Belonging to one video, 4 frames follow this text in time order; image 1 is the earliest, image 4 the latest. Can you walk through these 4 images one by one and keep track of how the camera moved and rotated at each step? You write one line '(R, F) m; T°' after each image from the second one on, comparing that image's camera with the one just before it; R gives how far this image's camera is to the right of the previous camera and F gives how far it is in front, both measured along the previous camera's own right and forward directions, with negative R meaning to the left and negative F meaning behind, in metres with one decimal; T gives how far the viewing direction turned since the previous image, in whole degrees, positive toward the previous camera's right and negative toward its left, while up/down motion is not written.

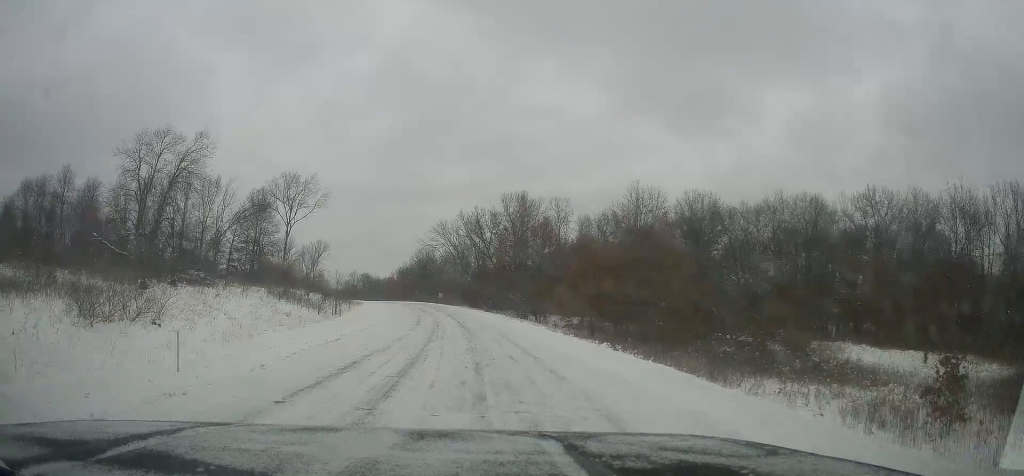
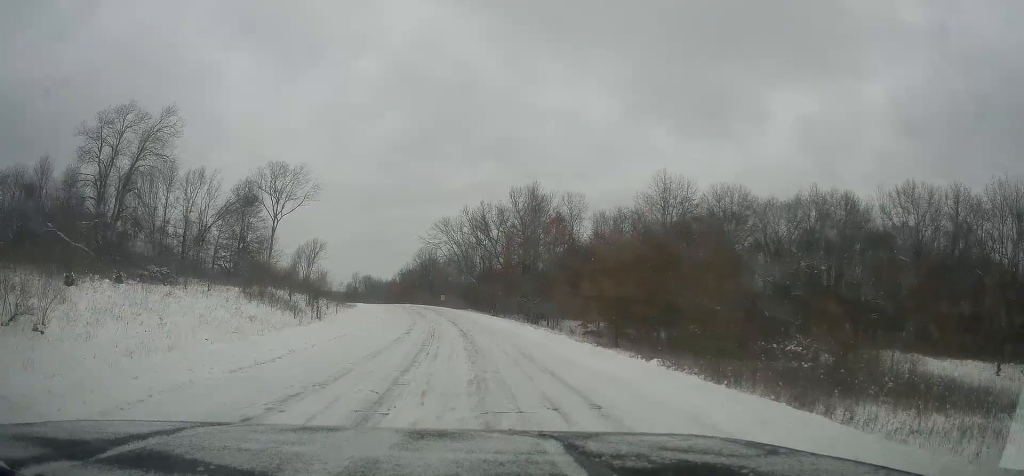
(-0.5, +8.2) m; -4°
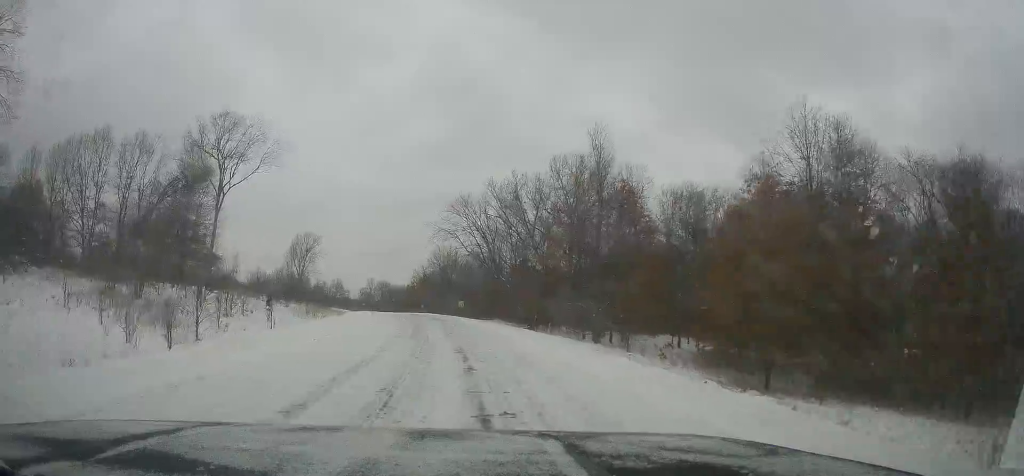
(+1.8, +24.5) m; +4°
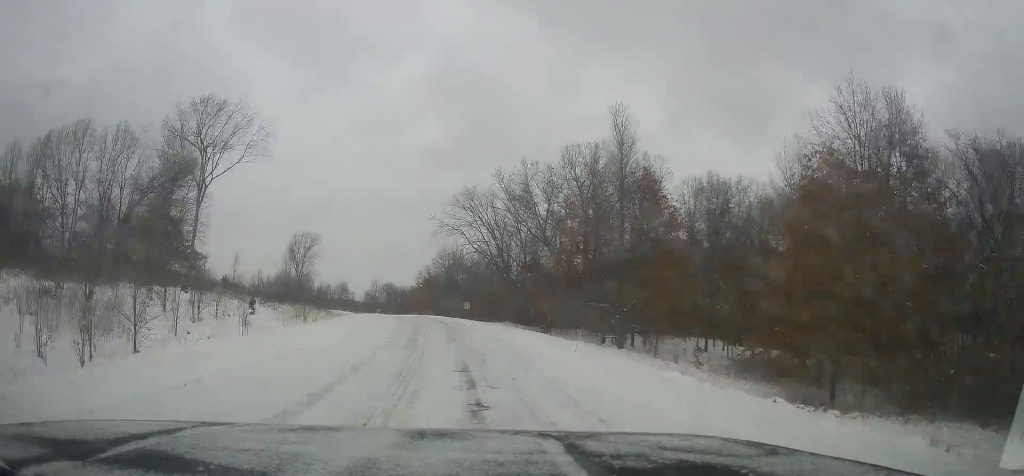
(-0.2, +5.3) m; -3°
